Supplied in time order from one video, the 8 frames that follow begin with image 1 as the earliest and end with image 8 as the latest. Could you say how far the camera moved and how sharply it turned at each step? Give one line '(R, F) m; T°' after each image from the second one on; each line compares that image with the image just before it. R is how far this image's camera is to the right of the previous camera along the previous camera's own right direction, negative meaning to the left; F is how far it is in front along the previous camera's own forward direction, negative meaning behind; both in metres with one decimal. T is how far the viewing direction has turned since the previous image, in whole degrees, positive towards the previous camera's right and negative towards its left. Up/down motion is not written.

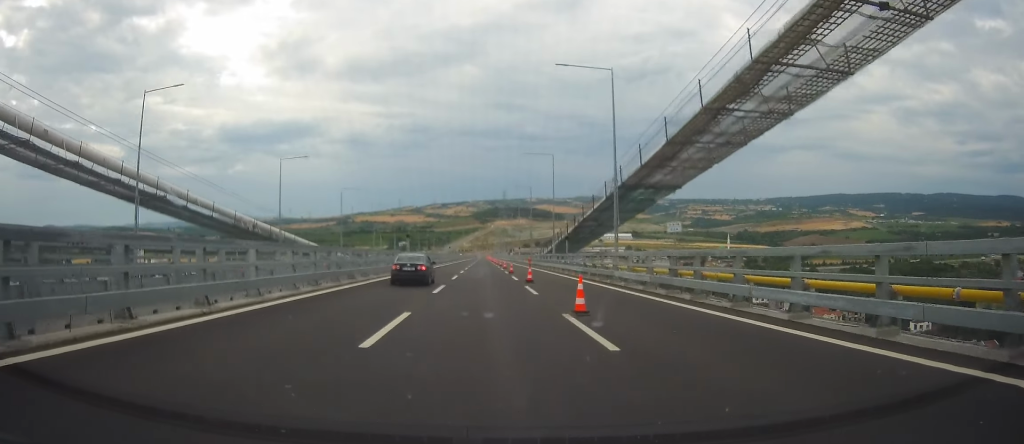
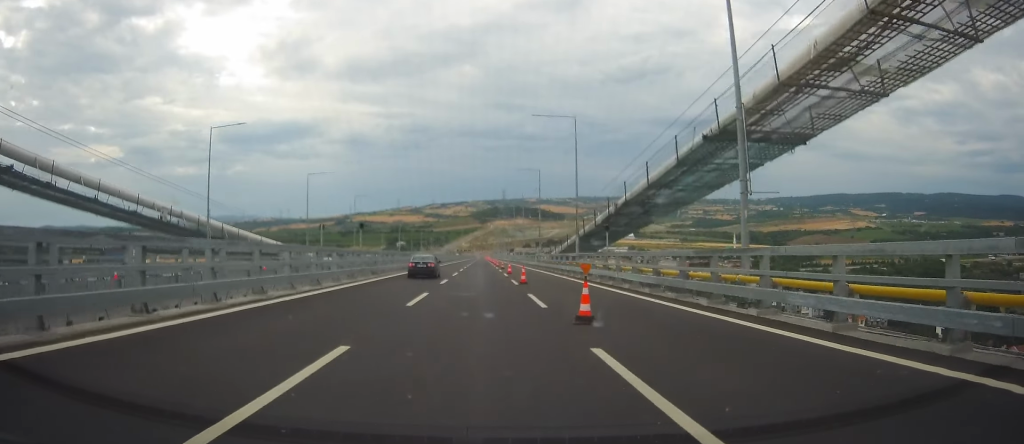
(-0.2, +21.3) m; 0°
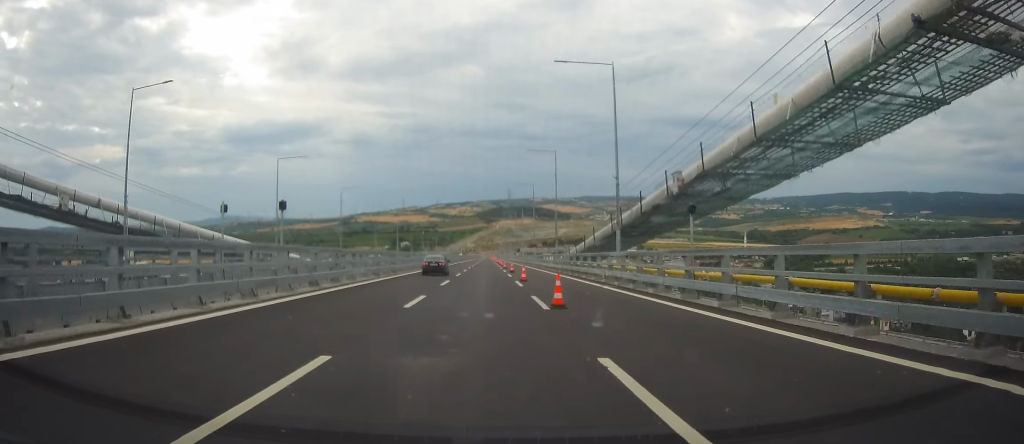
(+0.1, +15.9) m; +1°
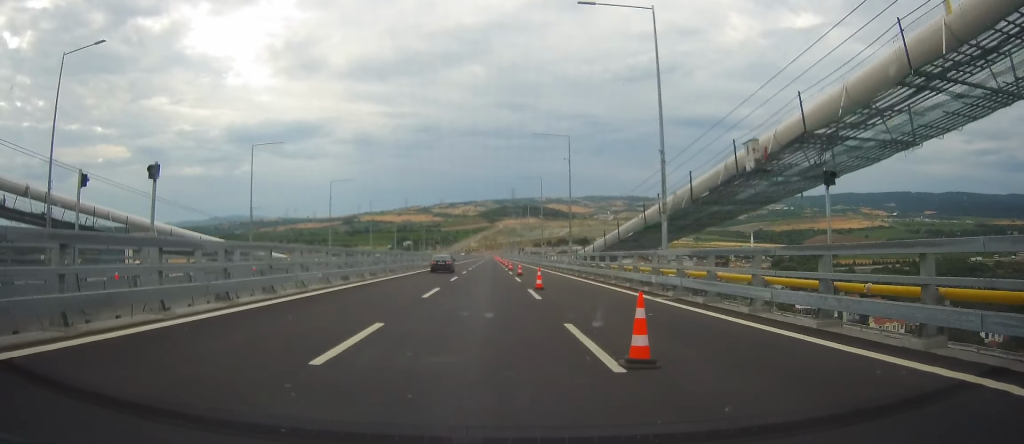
(0.0, +9.6) m; 0°
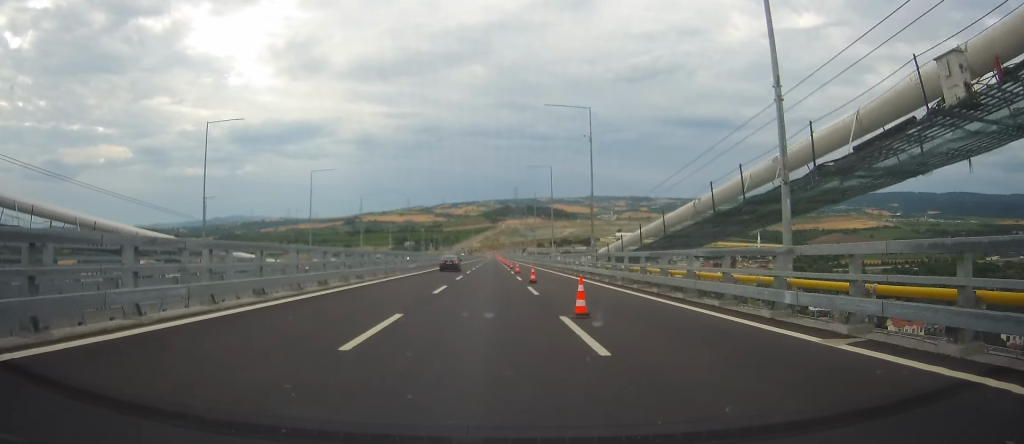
(+0.2, +12.5) m; 0°
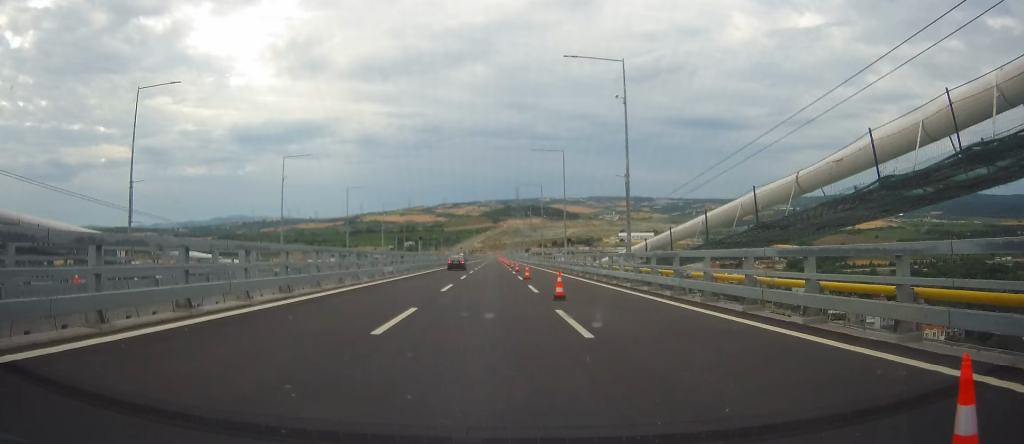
(-0.1, +12.6) m; -1°
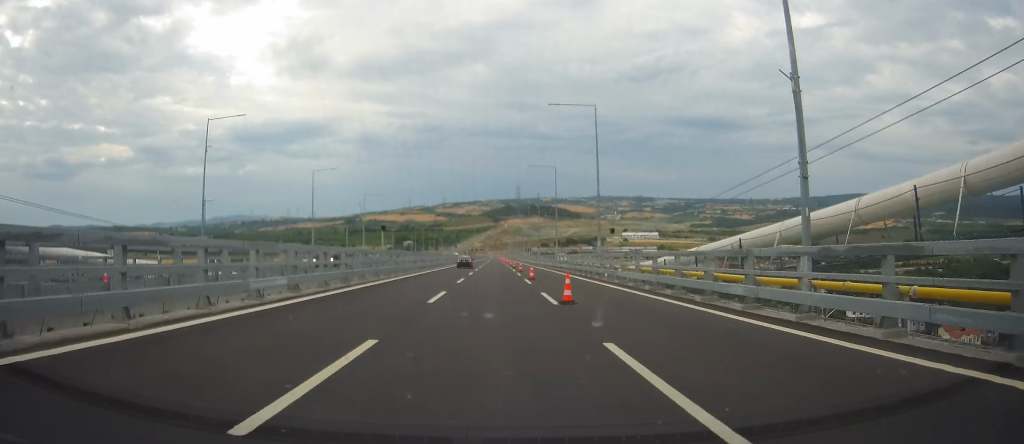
(-0.5, +22.6) m; -2°
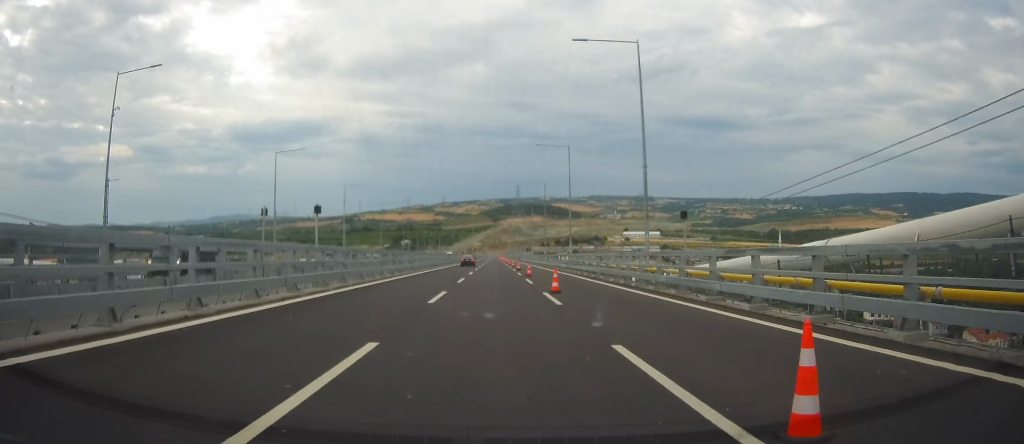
(-0.1, +15.8) m; 0°
